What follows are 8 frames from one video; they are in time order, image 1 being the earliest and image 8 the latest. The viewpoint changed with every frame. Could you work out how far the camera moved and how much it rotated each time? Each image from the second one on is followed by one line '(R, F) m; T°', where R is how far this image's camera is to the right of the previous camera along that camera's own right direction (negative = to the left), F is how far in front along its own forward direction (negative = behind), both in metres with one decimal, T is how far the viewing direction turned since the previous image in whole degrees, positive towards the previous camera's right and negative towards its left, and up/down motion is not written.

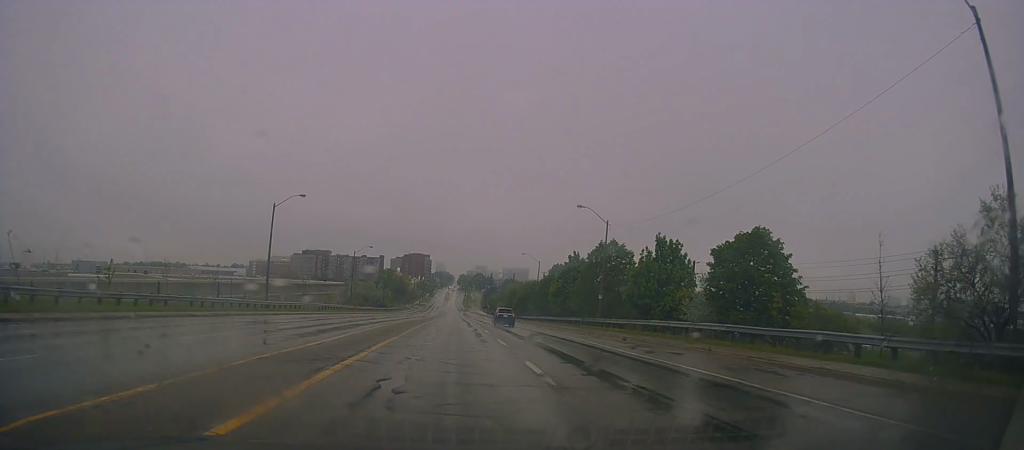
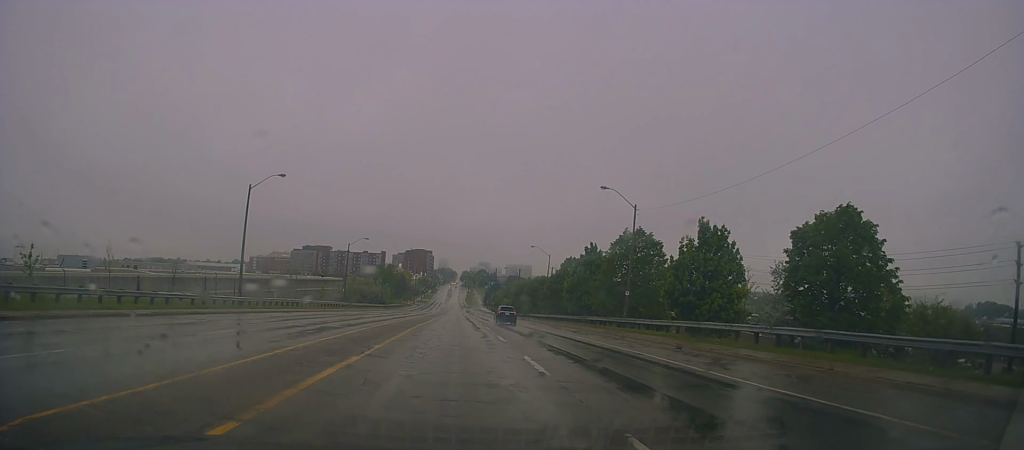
(-0.2, +7.8) m; +1°
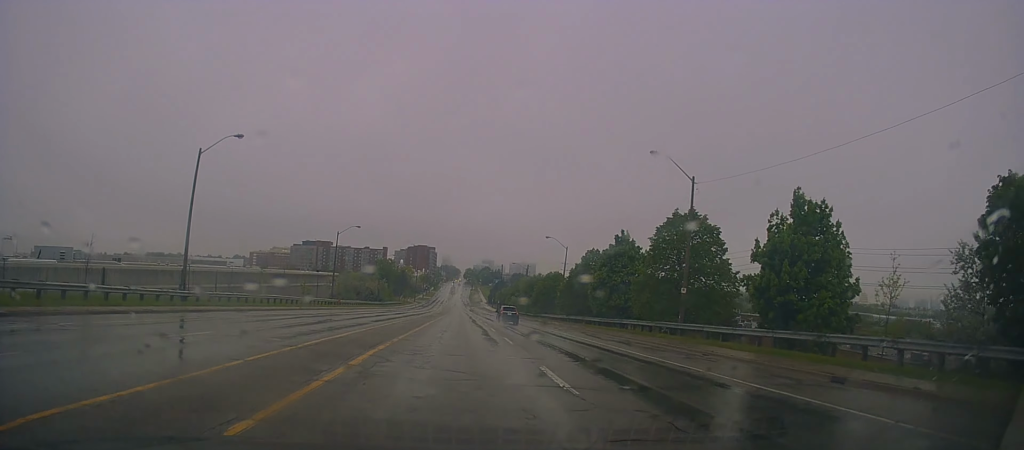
(+0.5, +11.5) m; 0°
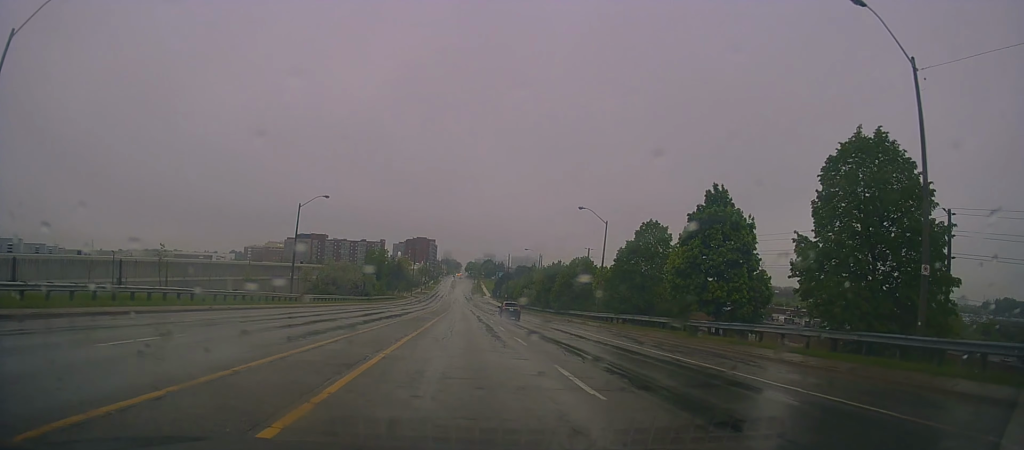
(-0.5, +20.3) m; -2°
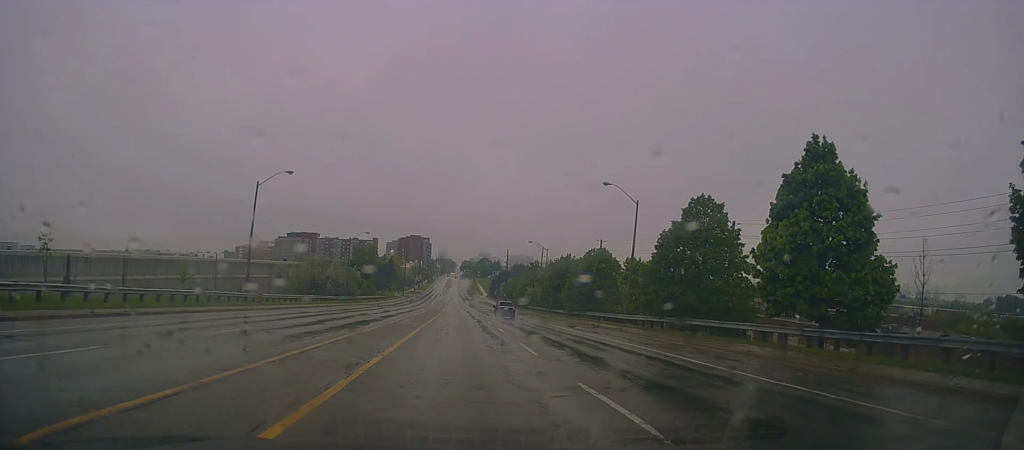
(-0.1, +11.8) m; 0°
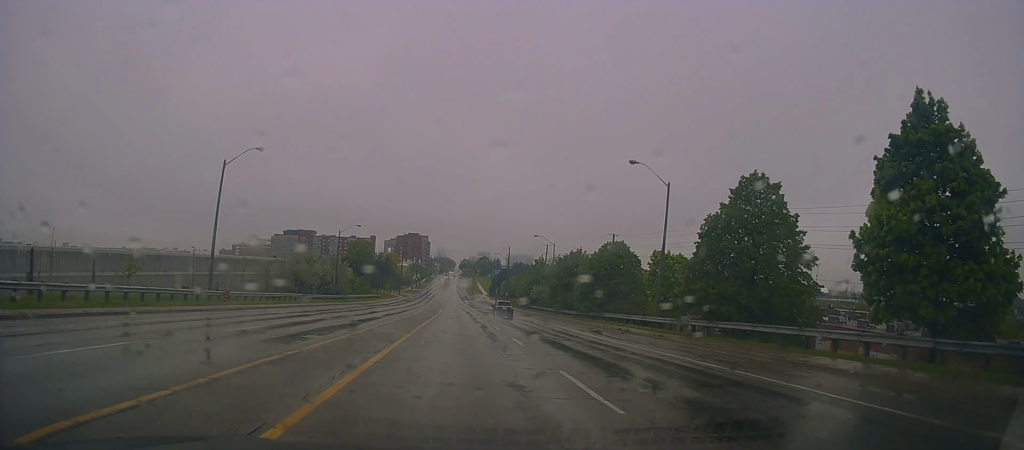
(+0.1, +7.5) m; 0°
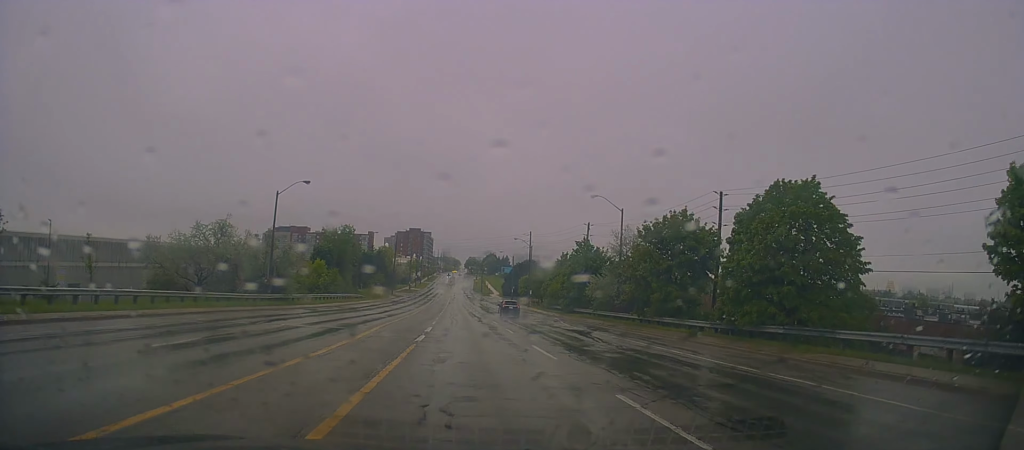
(0.0, +32.3) m; 0°
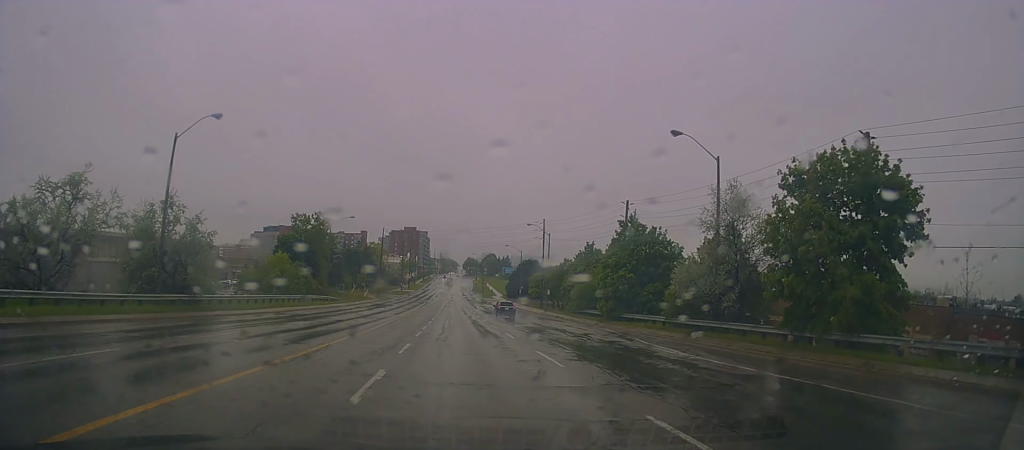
(+0.3, +20.5) m; -2°
